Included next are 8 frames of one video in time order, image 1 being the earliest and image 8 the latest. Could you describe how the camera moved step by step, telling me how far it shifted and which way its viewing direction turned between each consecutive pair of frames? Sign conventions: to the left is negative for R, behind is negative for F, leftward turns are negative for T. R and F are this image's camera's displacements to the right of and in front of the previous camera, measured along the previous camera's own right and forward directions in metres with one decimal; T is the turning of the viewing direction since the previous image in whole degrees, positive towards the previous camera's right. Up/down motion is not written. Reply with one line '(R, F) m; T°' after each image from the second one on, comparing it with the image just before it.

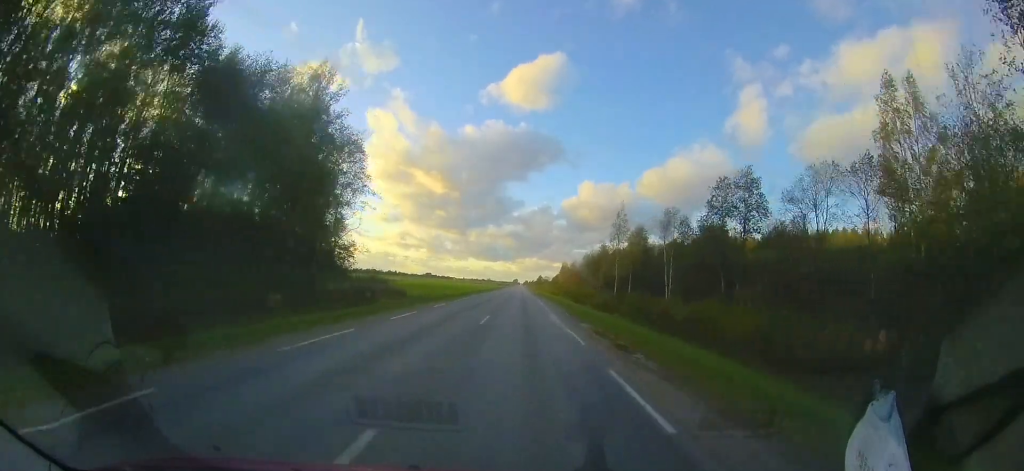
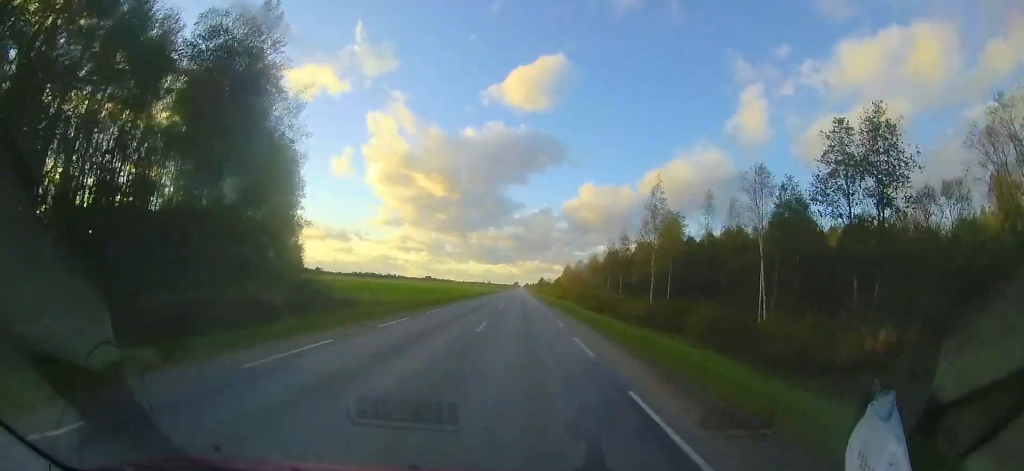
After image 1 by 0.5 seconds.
(0.0, +13.1) m; 0°
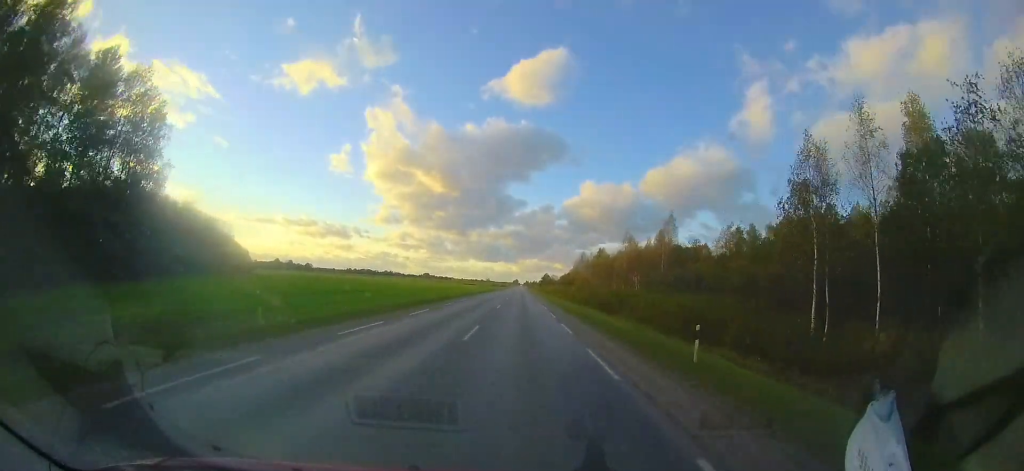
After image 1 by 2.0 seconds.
(-0.4, +38.0) m; -1°
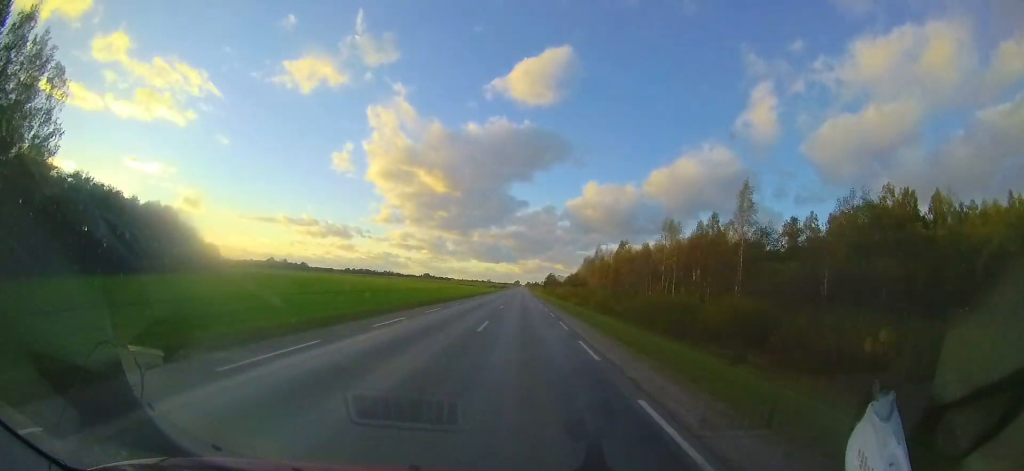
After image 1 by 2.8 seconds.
(0.0, +21.8) m; 0°
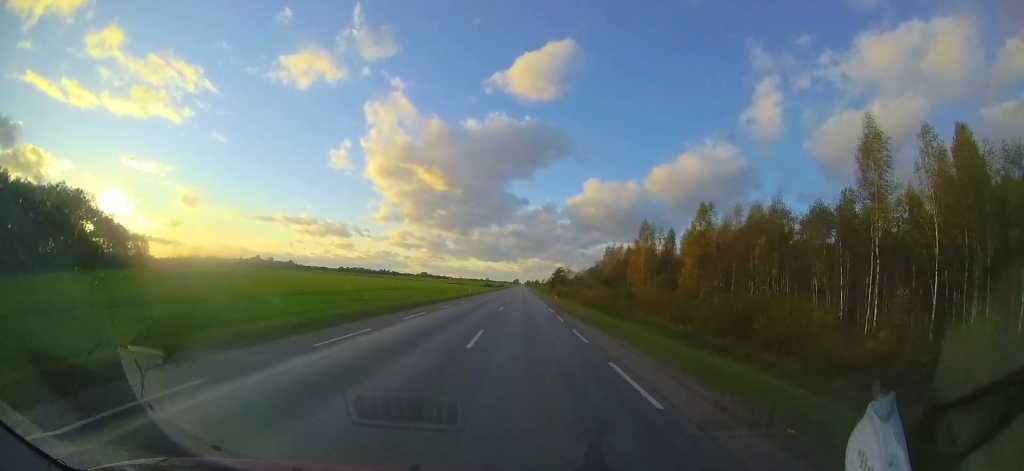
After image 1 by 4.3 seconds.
(+0.4, +39.3) m; 0°
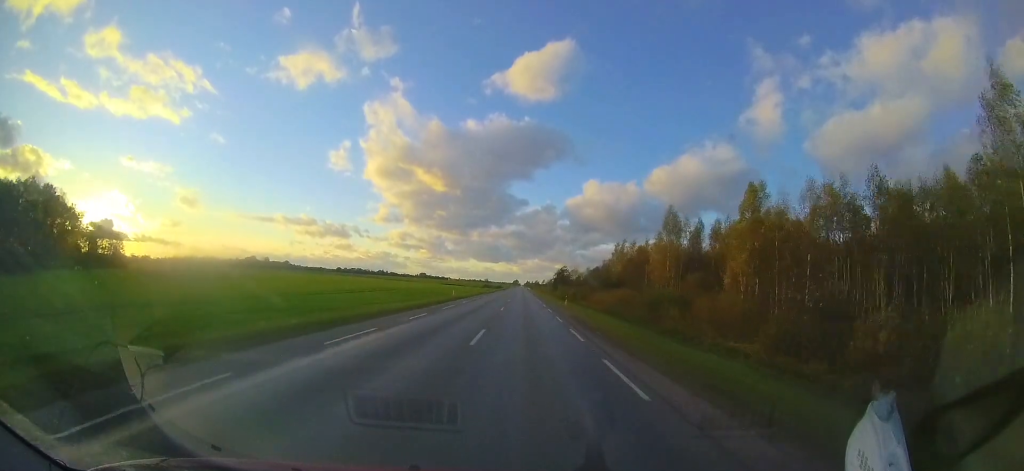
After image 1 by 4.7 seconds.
(0.0, +11.9) m; 0°
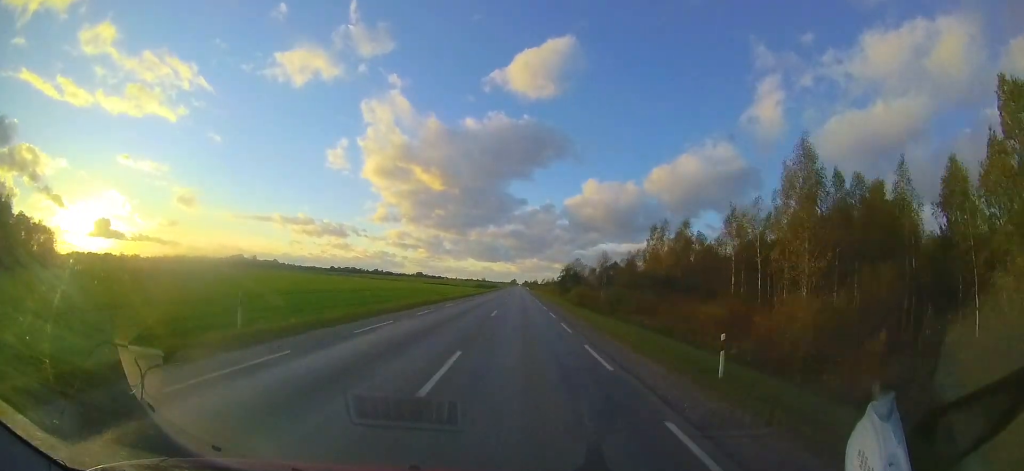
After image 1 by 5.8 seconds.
(-0.1, +27.8) m; 0°
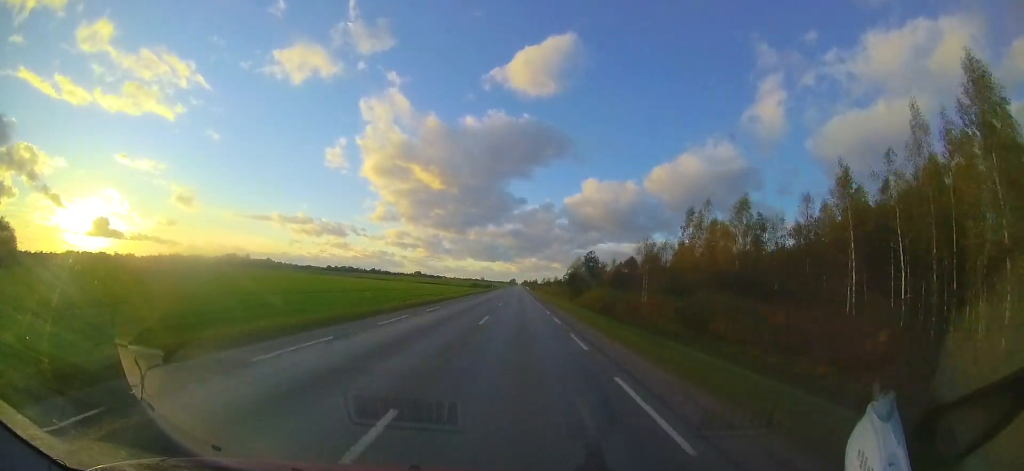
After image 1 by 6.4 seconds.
(0.0, +15.9) m; 0°
